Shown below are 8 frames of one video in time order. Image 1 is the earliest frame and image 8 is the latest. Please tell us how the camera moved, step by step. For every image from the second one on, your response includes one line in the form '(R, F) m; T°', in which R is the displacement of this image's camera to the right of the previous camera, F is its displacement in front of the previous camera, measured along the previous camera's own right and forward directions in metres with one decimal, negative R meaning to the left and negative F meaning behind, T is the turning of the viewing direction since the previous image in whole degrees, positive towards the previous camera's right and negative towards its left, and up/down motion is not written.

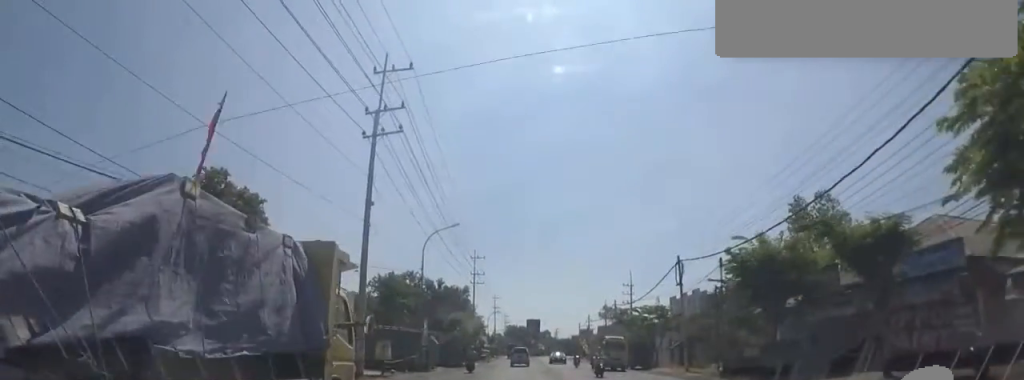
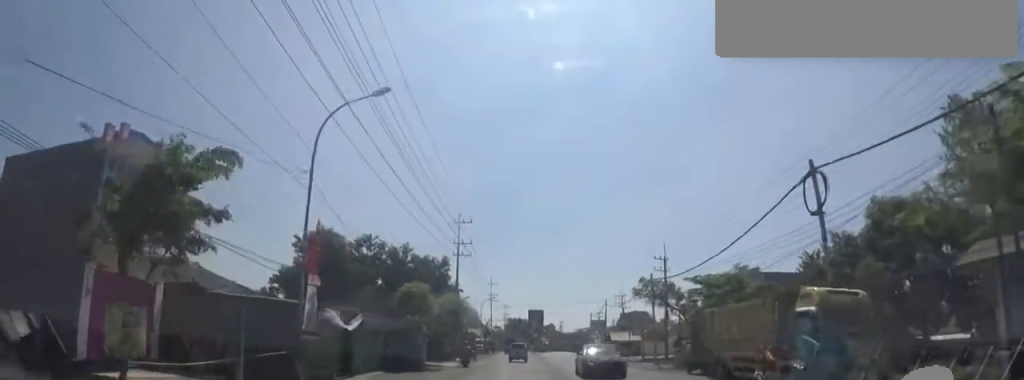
(-0.6, +15.3) m; -3°
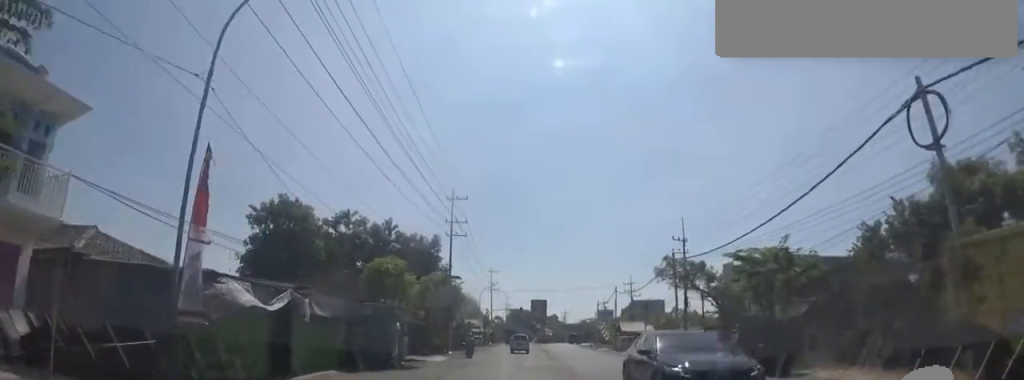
(-0.2, +5.5) m; 0°
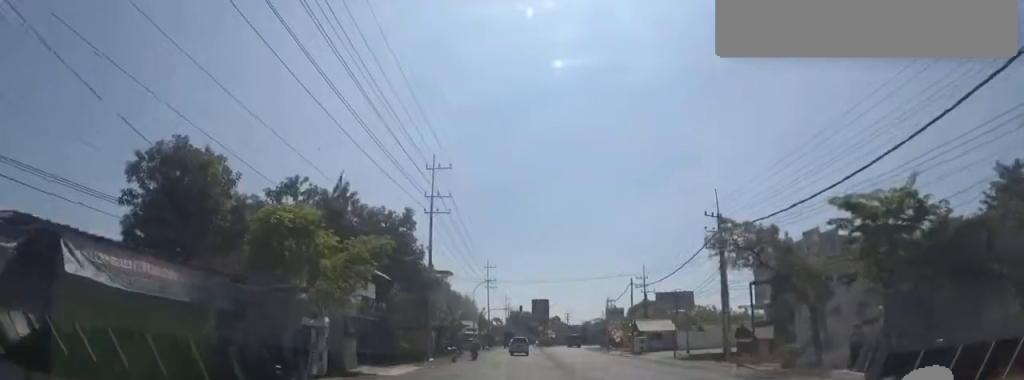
(+0.5, +8.9) m; 0°
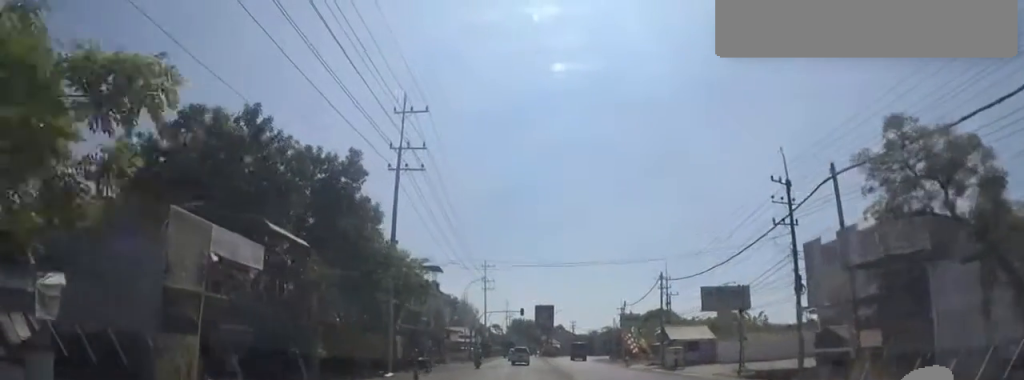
(-0.6, +9.9) m; -1°
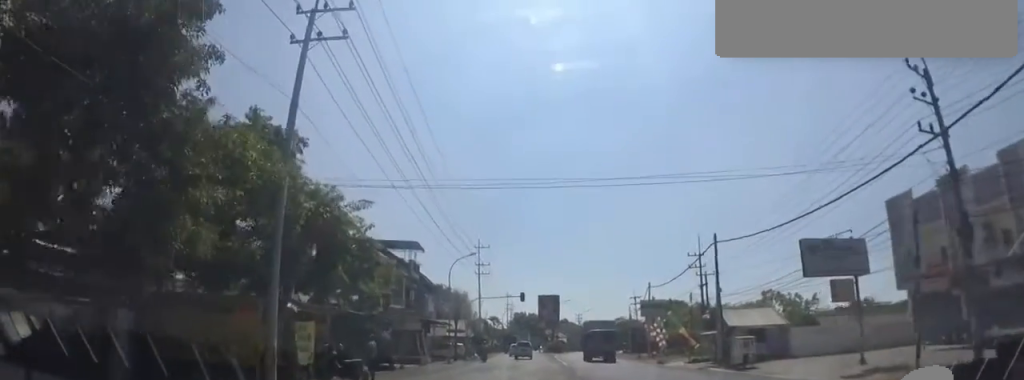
(+0.6, +10.7) m; +2°
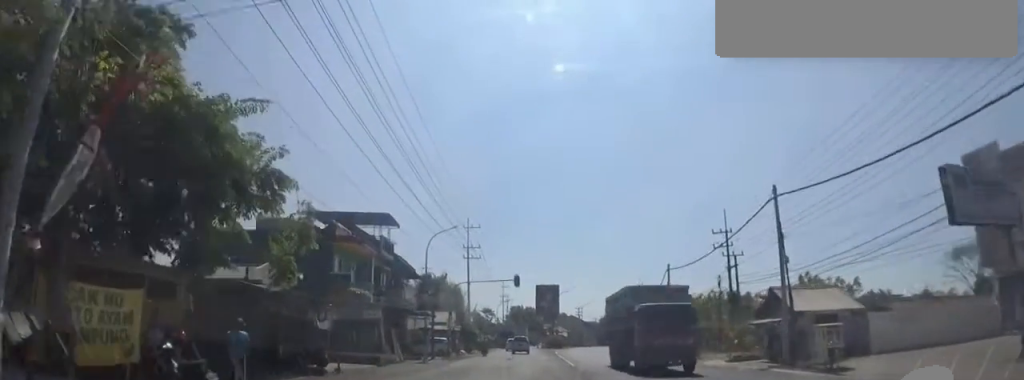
(-0.1, +7.5) m; -2°
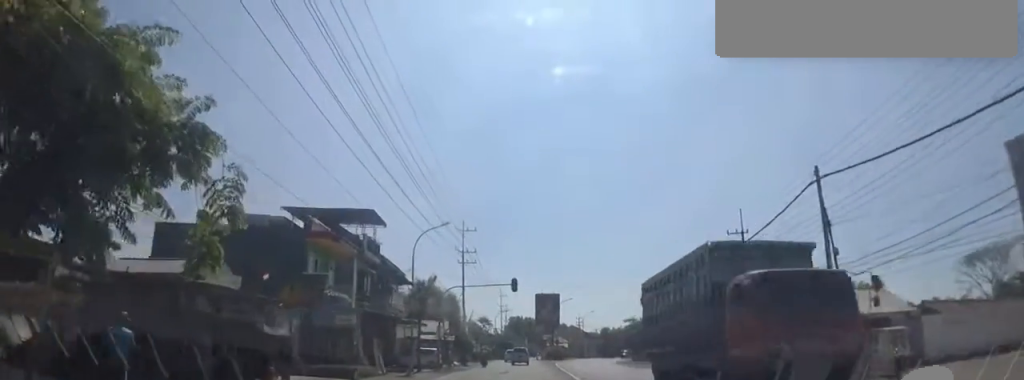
(-0.2, +3.5) m; 0°
